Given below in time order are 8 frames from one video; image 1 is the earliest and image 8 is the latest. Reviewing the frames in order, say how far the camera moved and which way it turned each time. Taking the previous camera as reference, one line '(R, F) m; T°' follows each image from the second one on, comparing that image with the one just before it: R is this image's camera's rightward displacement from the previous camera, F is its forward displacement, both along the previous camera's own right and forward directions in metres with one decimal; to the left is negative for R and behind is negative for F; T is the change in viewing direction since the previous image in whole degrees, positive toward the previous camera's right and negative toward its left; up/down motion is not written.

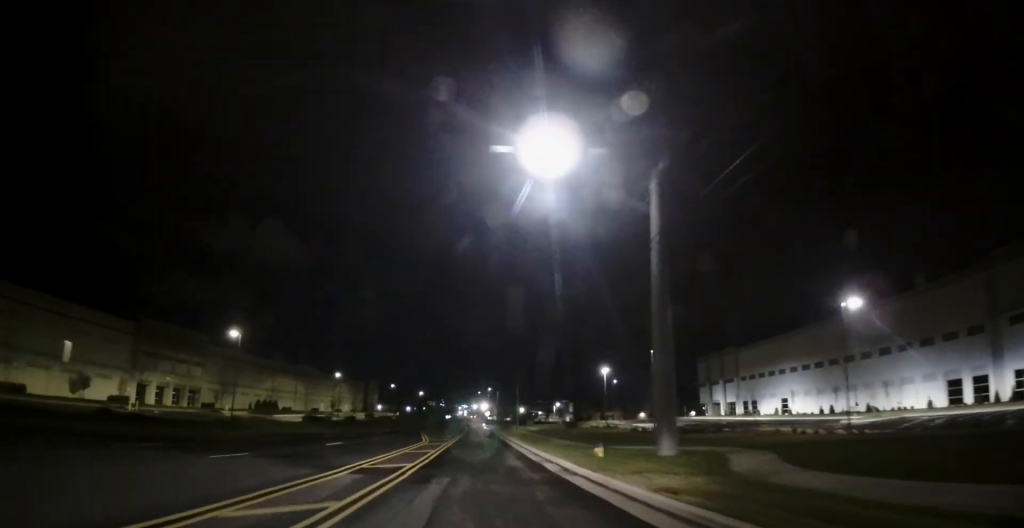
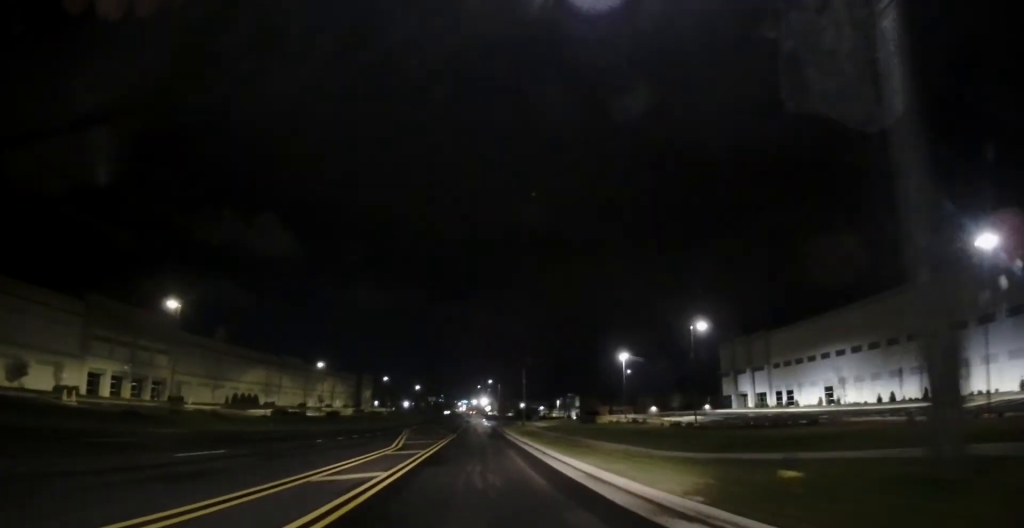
(0.0, +14.2) m; 0°
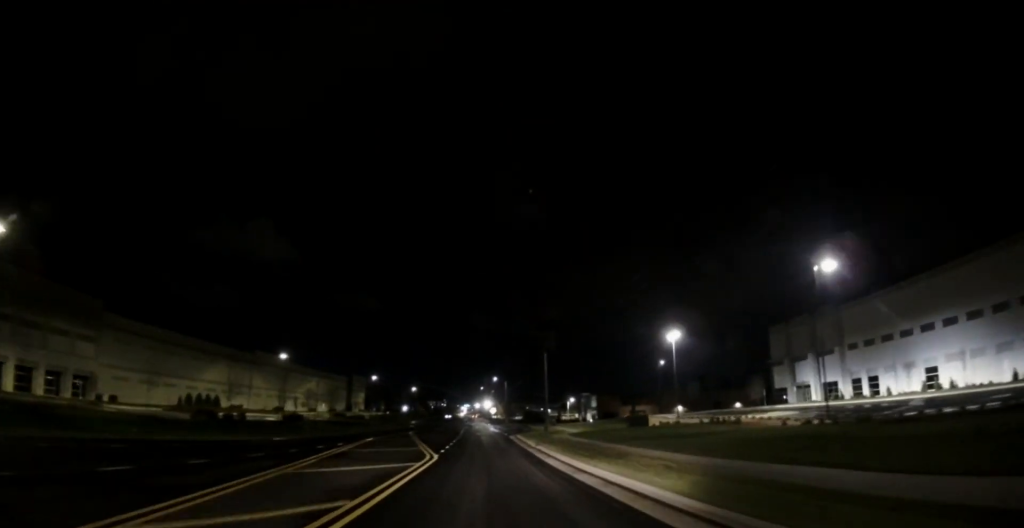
(0.0, +23.2) m; -1°
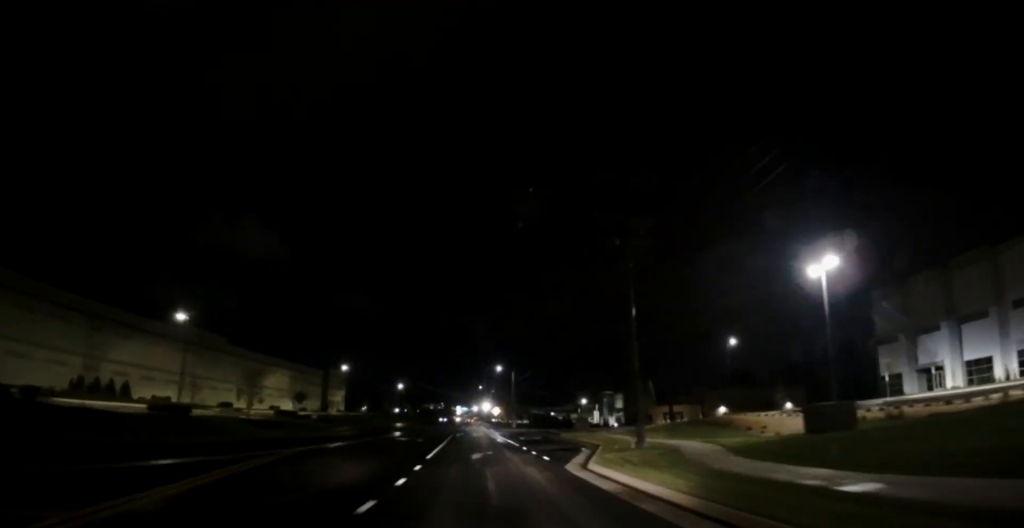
(-0.3, +32.7) m; -1°
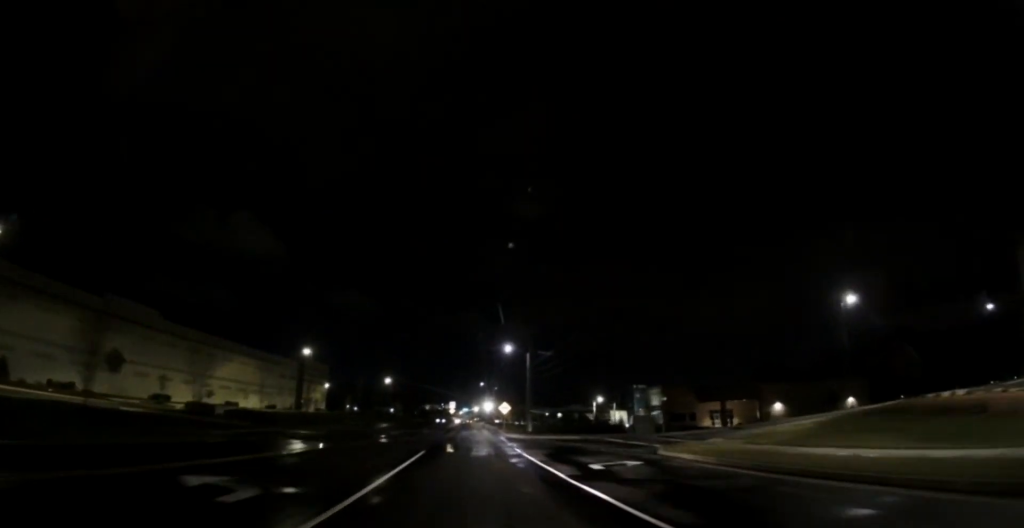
(0.0, +27.5) m; 0°
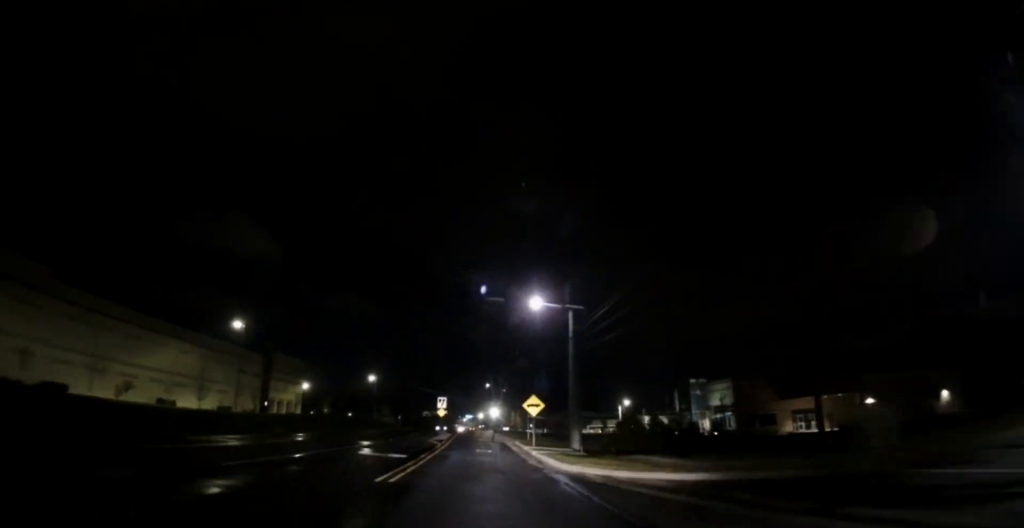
(0.0, +28.8) m; 0°
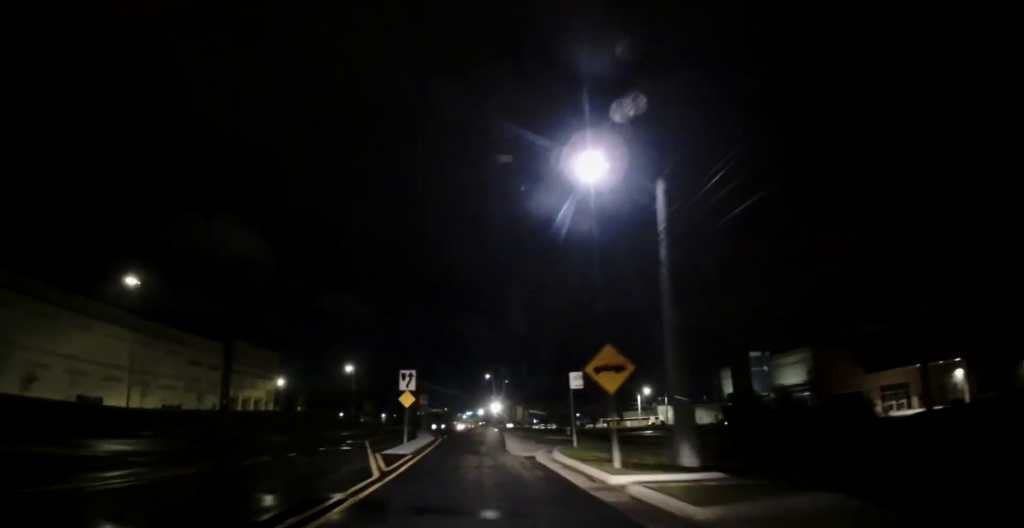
(0.0, +20.8) m; 0°
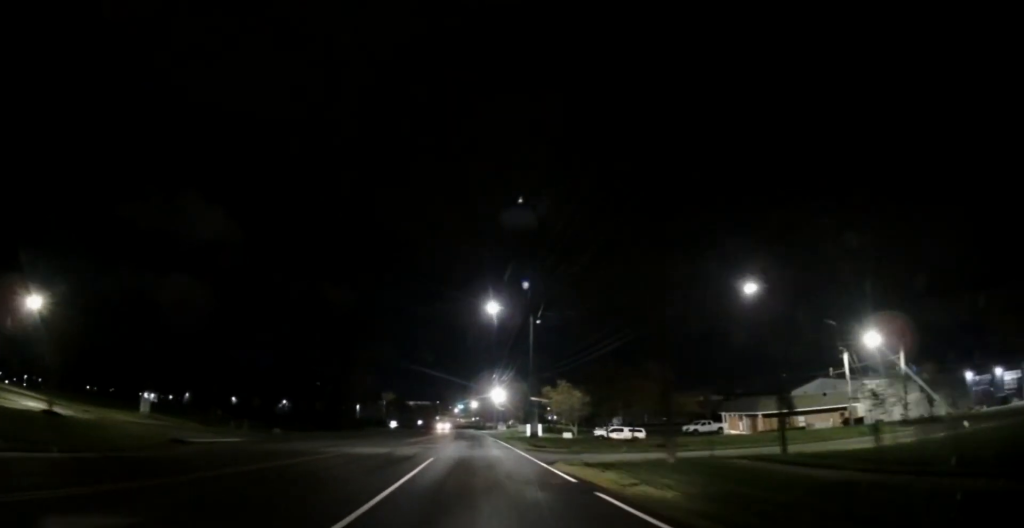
(+0.8, +88.4) m; 0°
